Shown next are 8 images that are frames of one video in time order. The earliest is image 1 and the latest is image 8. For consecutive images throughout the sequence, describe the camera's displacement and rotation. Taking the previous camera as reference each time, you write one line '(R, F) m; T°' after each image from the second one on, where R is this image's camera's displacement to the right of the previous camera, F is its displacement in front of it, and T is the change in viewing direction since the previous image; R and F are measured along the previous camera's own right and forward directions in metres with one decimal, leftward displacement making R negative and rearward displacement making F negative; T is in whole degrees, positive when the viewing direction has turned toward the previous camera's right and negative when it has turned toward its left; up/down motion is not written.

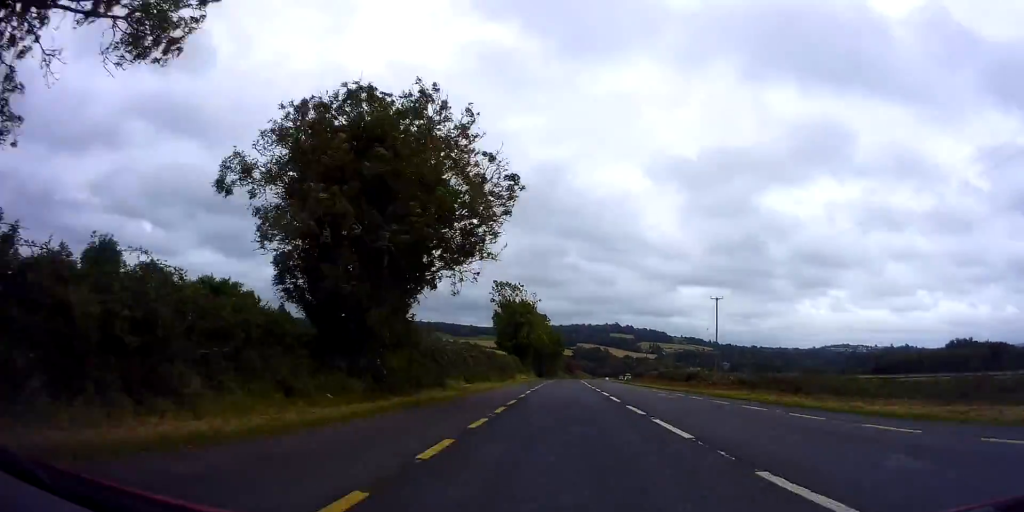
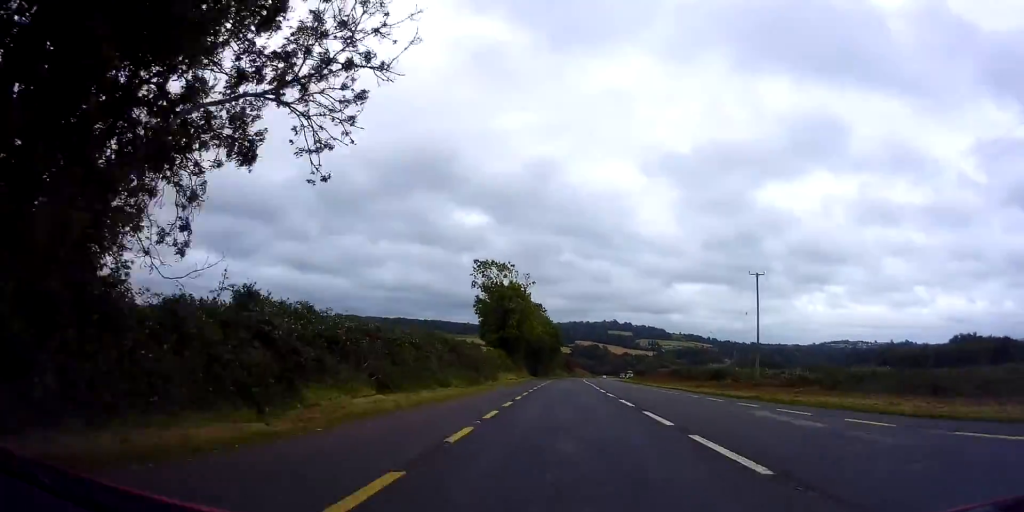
(0.0, +14.7) m; 0°
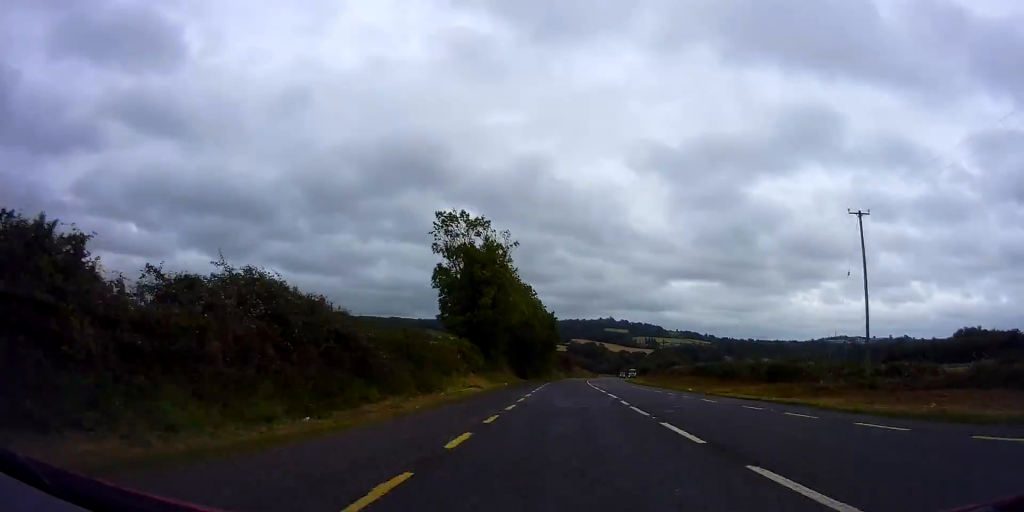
(0.0, +20.2) m; 0°
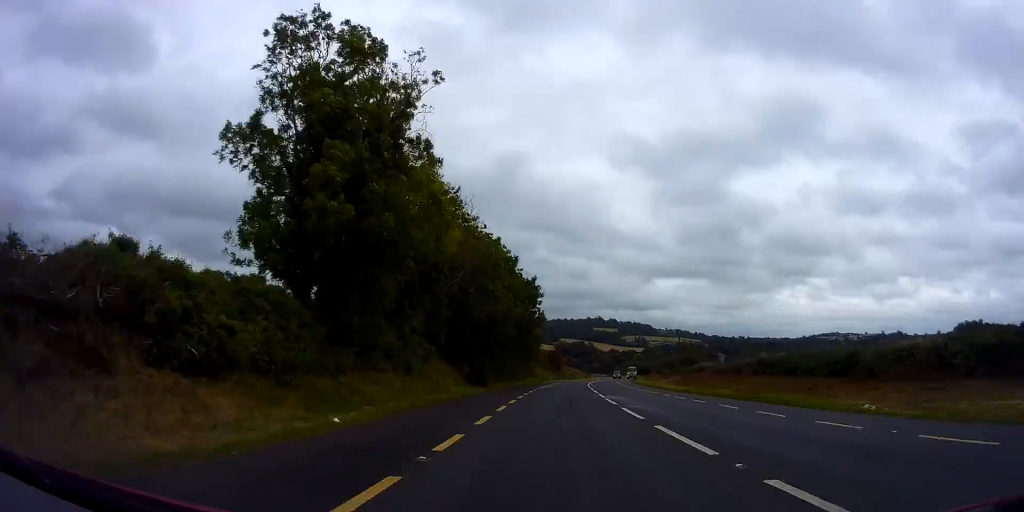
(0.0, +28.4) m; 0°
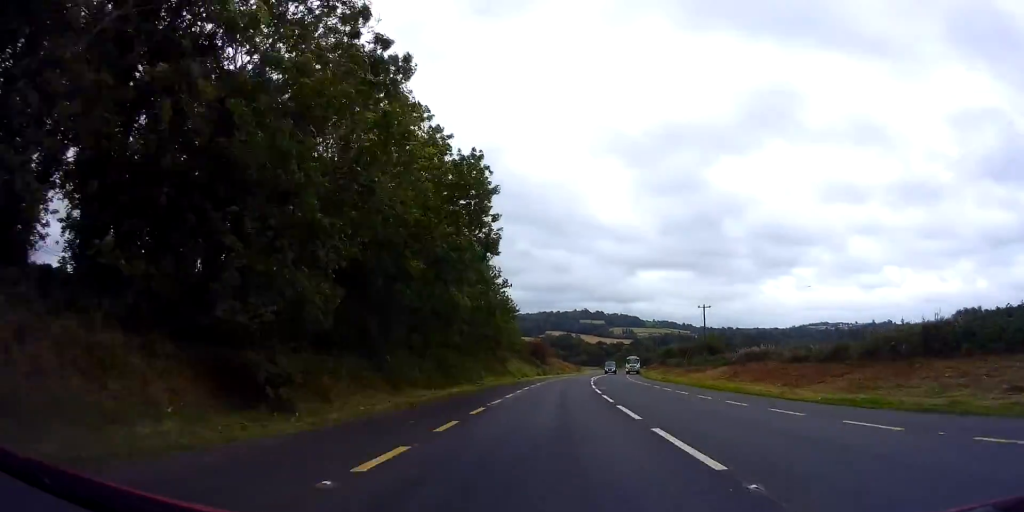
(+0.1, +26.3) m; +1°
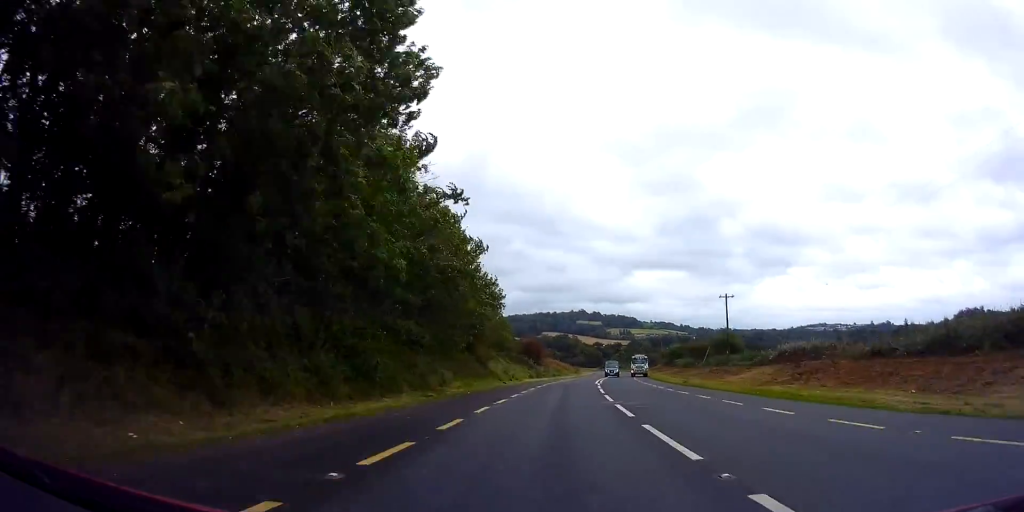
(+0.3, +11.7) m; +1°
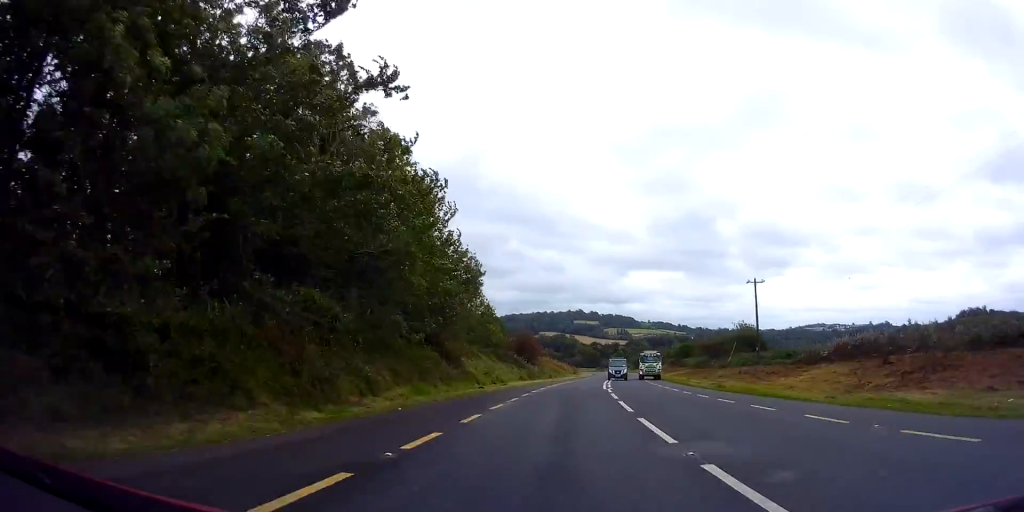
(+0.1, +10.8) m; +1°
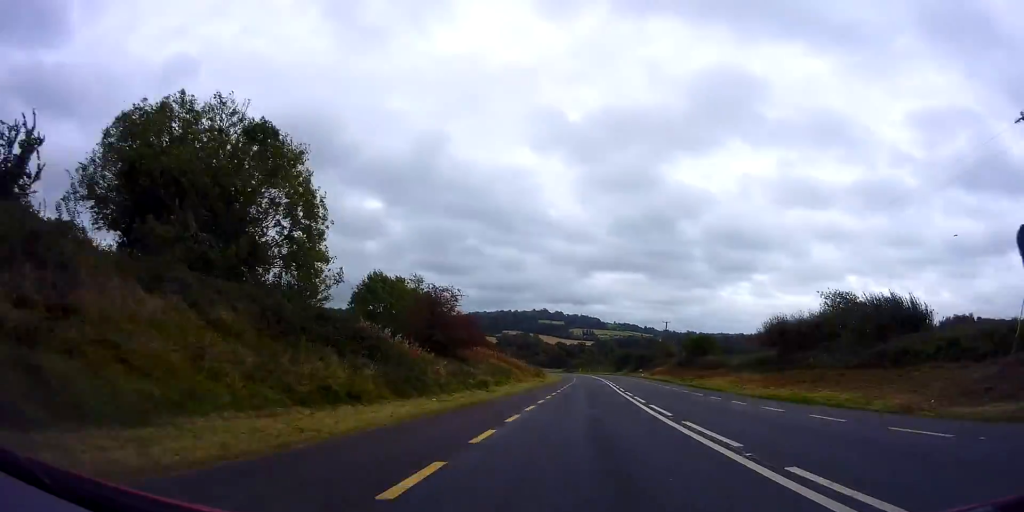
(+0.3, +39.1) m; +1°
